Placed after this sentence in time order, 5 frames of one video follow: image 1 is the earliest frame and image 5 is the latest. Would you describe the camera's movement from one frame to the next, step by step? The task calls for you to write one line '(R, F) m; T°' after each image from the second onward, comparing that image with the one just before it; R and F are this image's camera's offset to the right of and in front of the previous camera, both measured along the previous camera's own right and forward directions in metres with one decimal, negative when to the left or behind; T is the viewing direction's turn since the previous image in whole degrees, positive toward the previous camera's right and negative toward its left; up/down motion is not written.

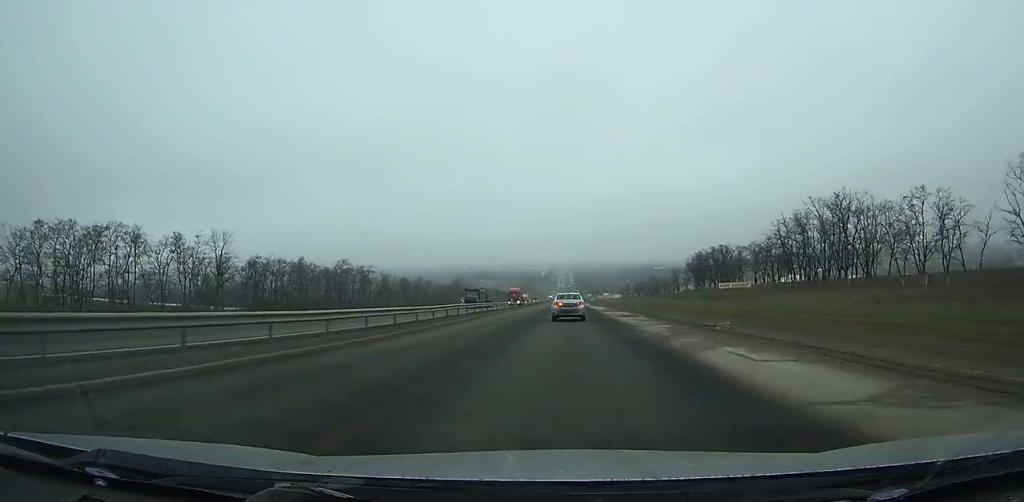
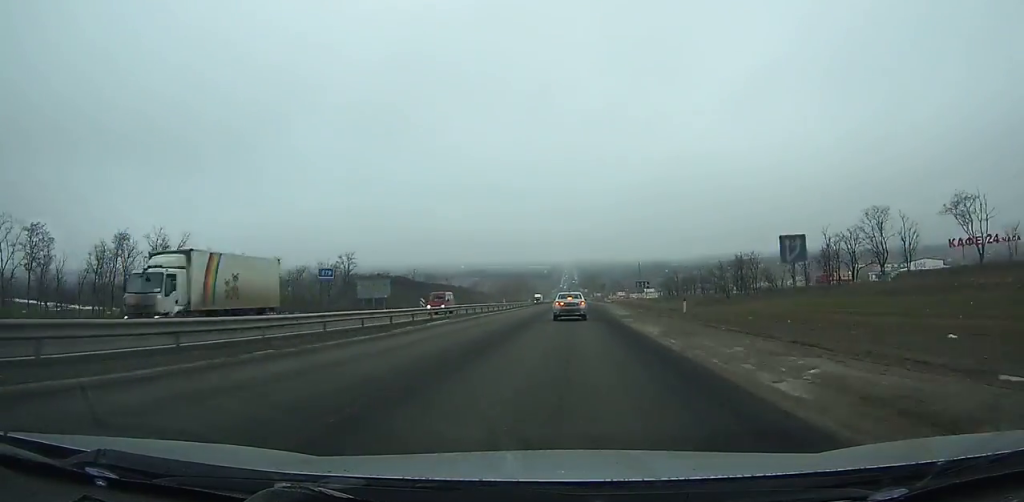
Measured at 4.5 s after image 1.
(-0.4, +131.0) m; 0°
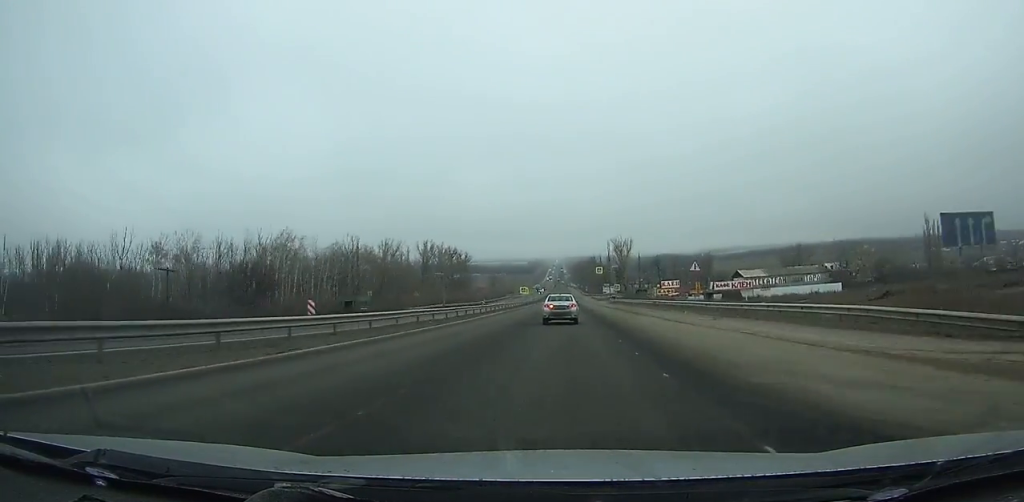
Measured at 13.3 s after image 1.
(+0.3, +253.2) m; 0°
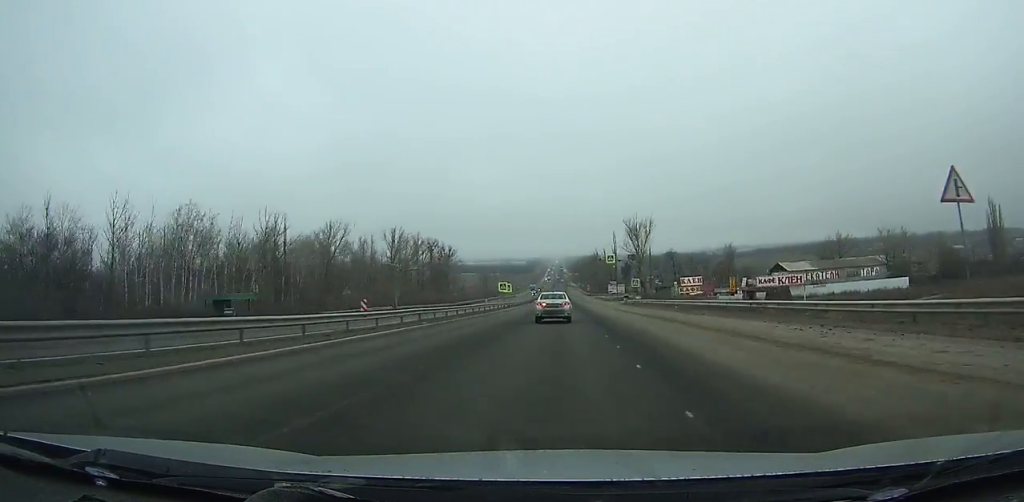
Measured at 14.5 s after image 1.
(0.0, +34.2) m; 0°
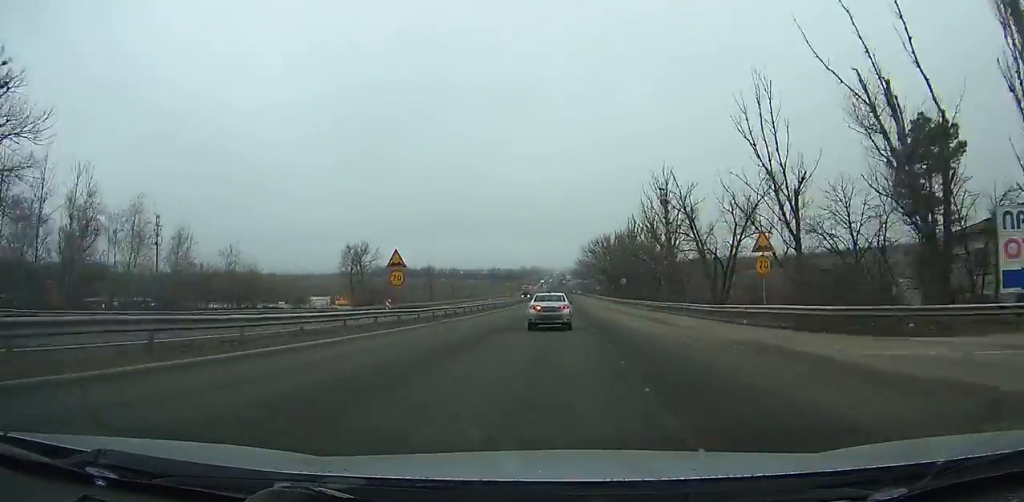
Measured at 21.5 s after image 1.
(-1.8, +195.9) m; -1°
